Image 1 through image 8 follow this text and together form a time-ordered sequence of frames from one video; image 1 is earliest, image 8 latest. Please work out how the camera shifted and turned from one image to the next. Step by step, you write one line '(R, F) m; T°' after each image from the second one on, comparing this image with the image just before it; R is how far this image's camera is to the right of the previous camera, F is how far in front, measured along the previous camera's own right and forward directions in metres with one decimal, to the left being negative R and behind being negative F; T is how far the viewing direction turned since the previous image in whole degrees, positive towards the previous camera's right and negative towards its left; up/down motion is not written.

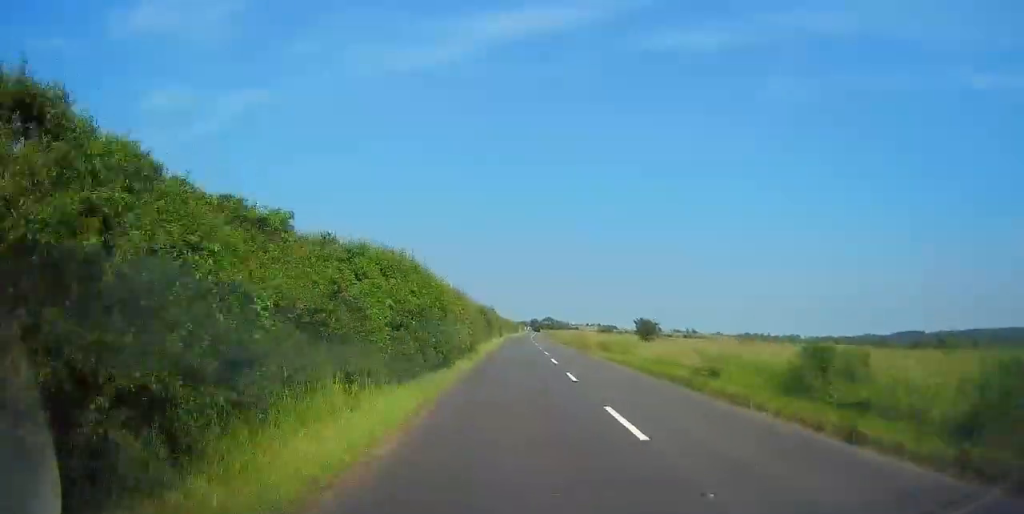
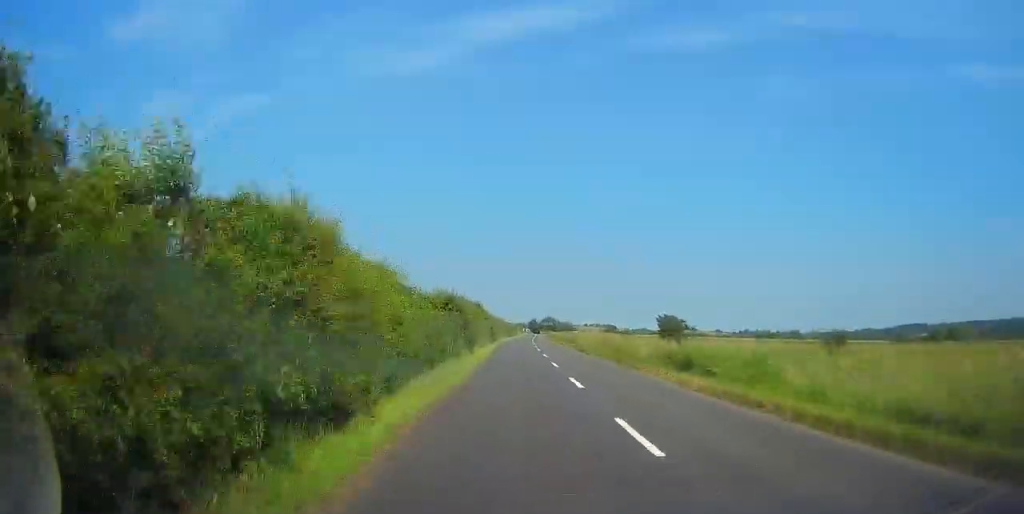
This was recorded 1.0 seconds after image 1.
(+0.1, +18.9) m; +1°
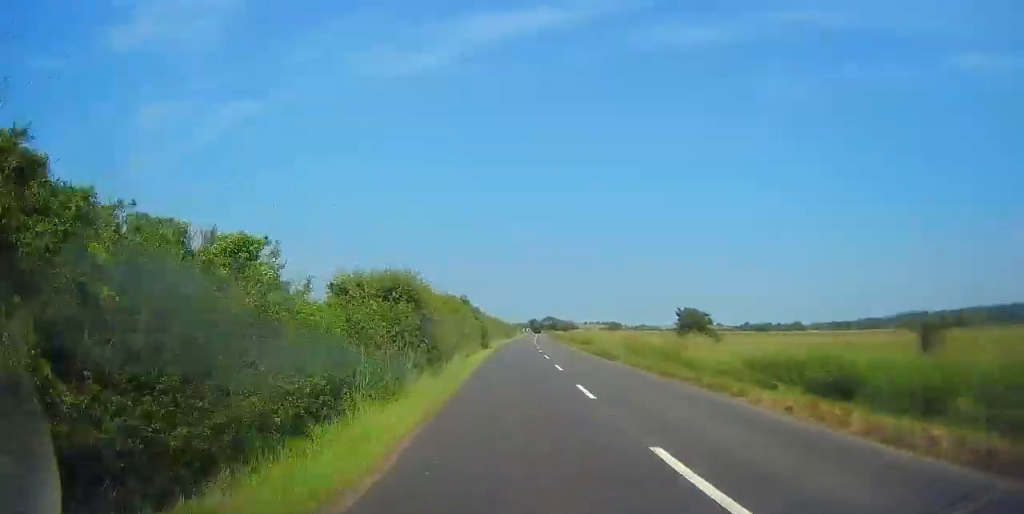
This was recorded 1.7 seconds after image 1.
(+0.1, +11.5) m; 0°
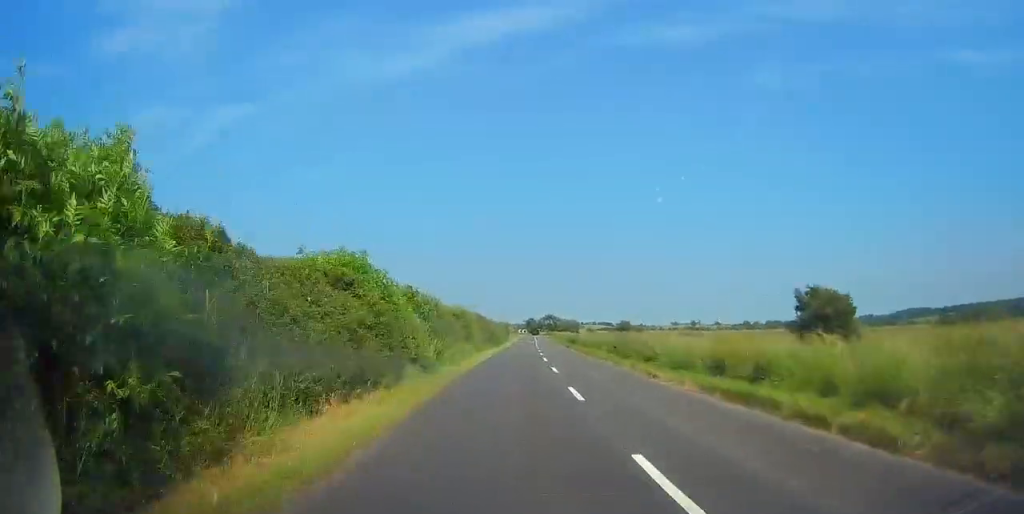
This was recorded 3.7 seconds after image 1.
(-0.6, +36.0) m; -2°
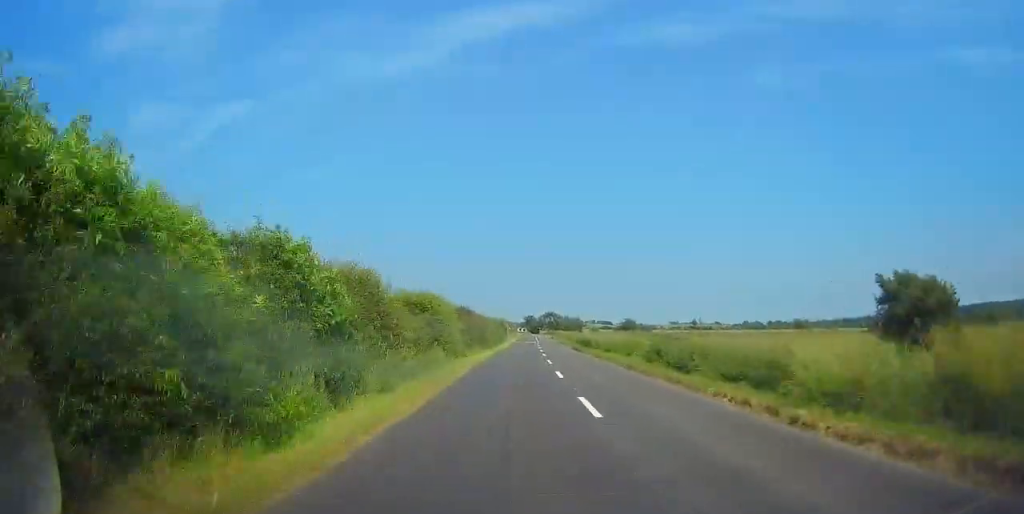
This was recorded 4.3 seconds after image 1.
(-0.1, +11.0) m; +1°
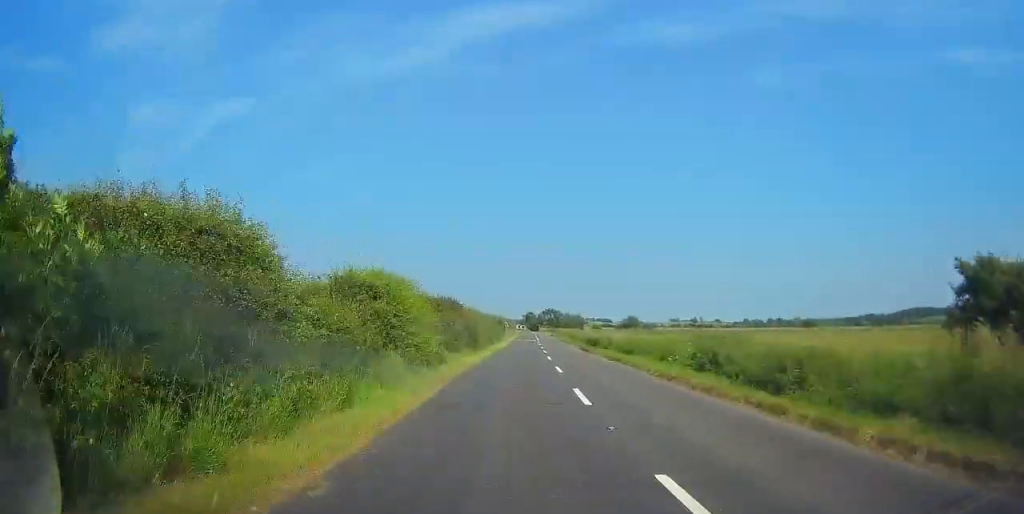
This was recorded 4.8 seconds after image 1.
(+0.2, +7.4) m; 0°
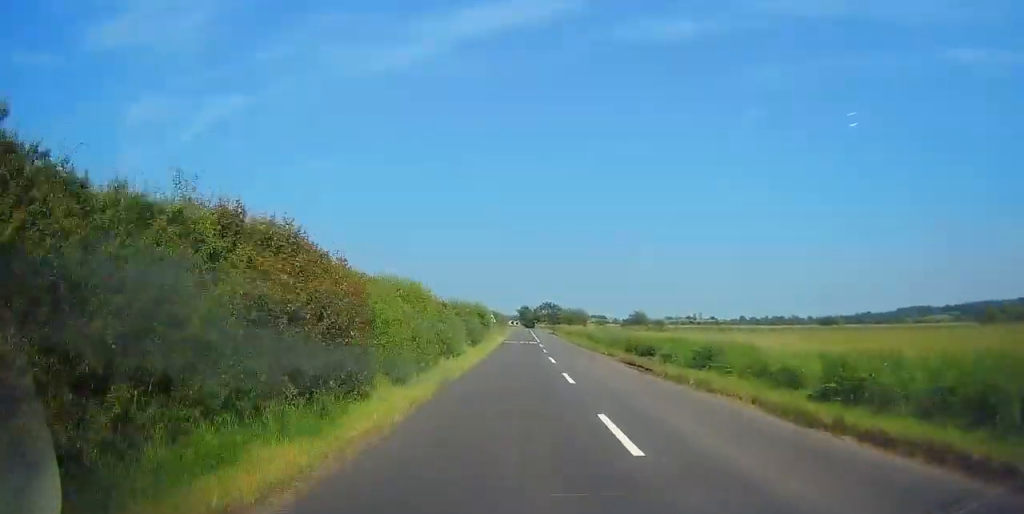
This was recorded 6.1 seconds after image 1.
(+0.1, +22.4) m; -1°
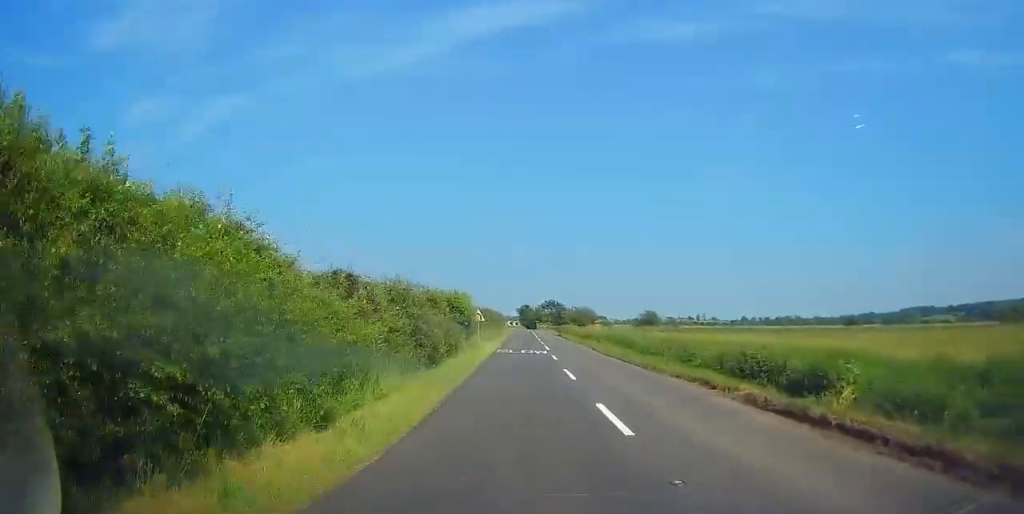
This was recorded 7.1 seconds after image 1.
(-0.1, +16.0) m; 0°
